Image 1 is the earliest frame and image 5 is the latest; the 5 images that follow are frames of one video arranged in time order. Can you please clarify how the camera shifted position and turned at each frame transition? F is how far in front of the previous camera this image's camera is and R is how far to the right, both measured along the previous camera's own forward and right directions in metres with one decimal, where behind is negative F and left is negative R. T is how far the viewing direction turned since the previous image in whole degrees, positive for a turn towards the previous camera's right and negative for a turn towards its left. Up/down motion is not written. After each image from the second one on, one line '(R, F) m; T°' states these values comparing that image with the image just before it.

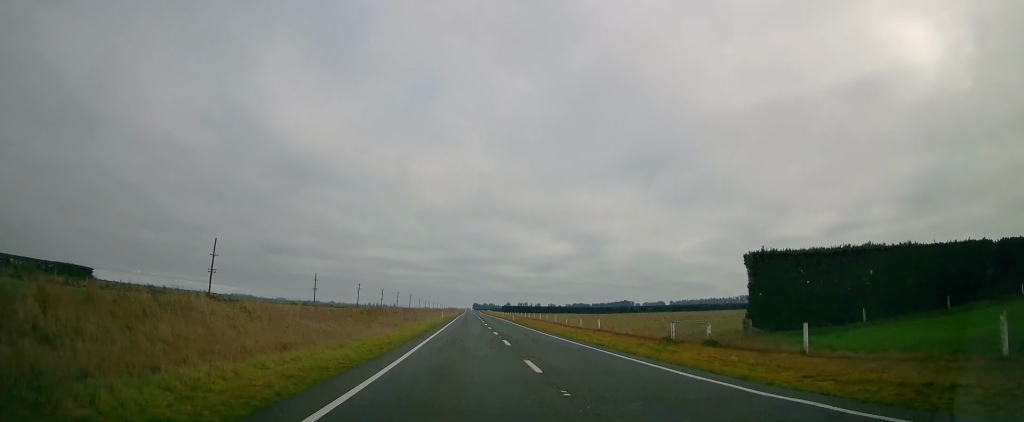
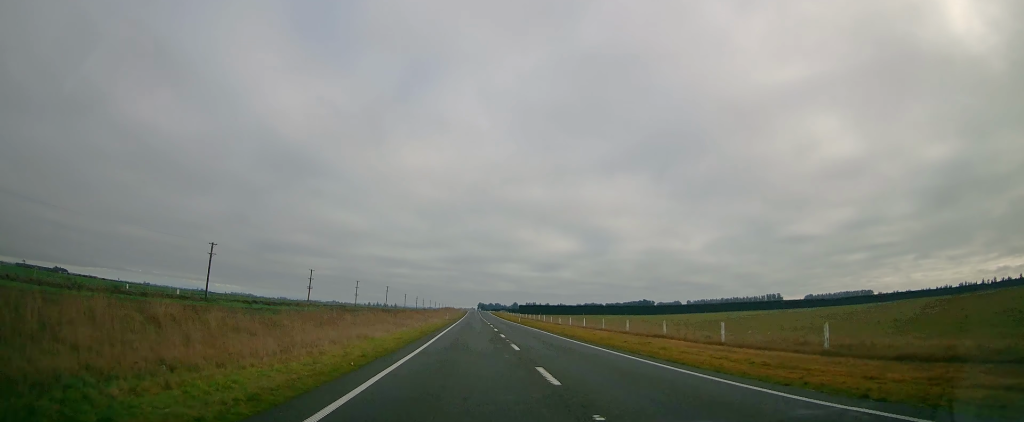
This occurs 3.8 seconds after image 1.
(-1.1, +101.3) m; -1°
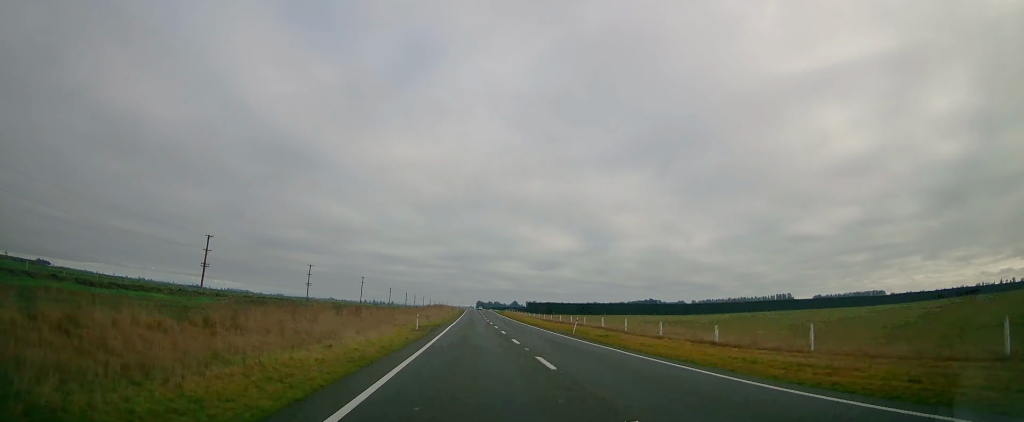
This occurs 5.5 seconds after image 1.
(-0.6, +47.2) m; -1°
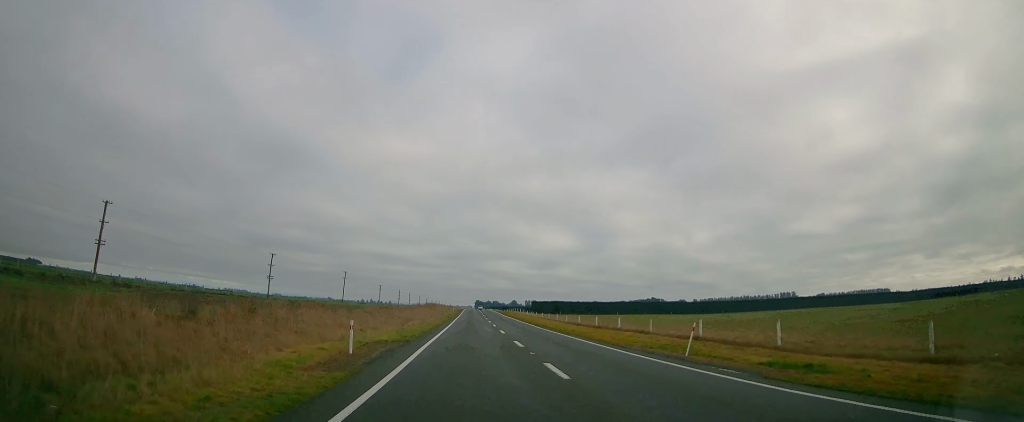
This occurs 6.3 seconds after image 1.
(0.0, +21.9) m; +1°
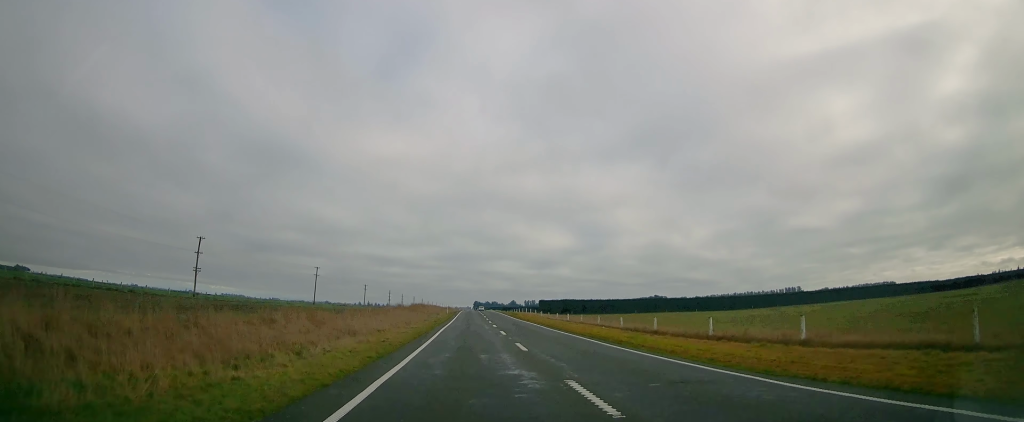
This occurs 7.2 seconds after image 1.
(+0.3, +25.5) m; +1°
